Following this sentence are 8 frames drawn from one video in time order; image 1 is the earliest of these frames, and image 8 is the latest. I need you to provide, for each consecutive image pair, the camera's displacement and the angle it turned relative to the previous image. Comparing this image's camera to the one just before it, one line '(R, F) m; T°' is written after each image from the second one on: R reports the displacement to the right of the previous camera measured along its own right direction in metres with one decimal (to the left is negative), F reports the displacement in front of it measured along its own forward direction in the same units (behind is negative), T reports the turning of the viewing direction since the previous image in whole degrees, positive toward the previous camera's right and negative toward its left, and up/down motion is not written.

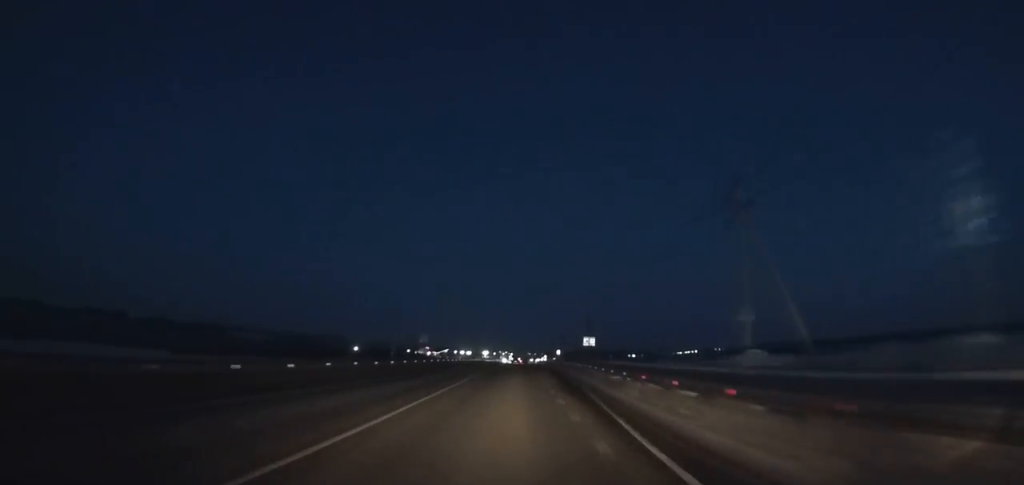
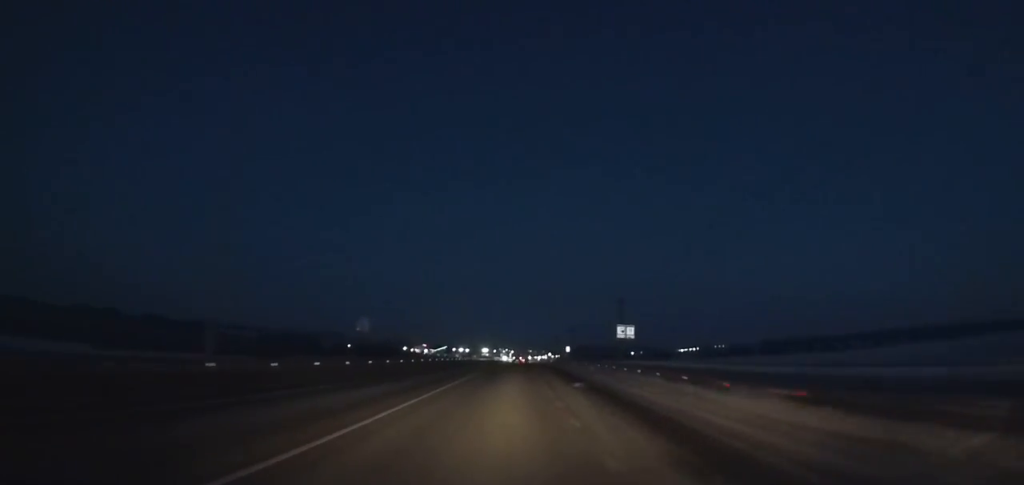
(+0.1, +25.2) m; 0°
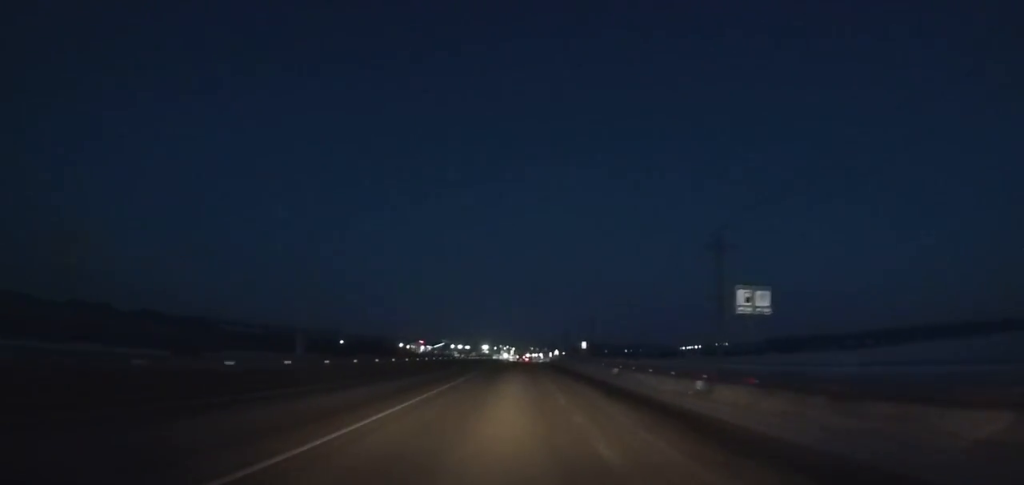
(0.0, +26.9) m; 0°
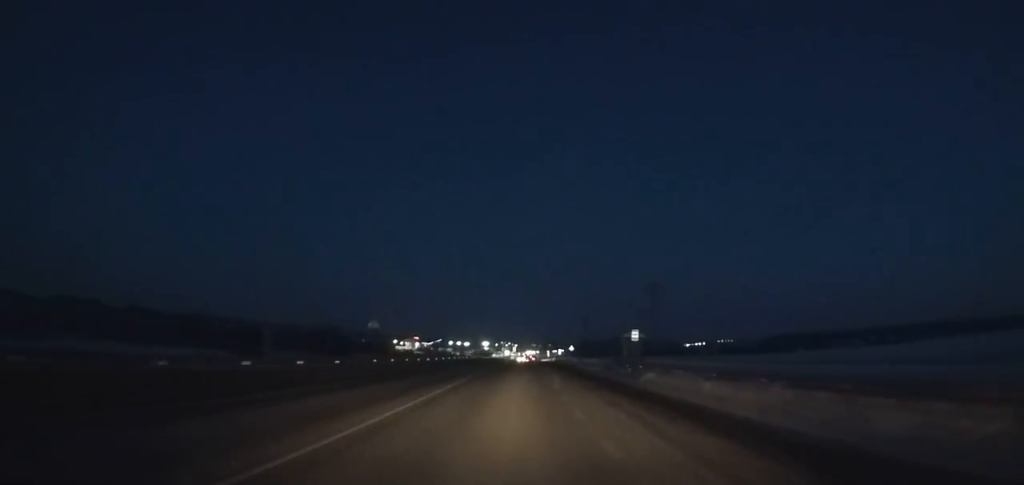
(+0.1, +38.8) m; 0°
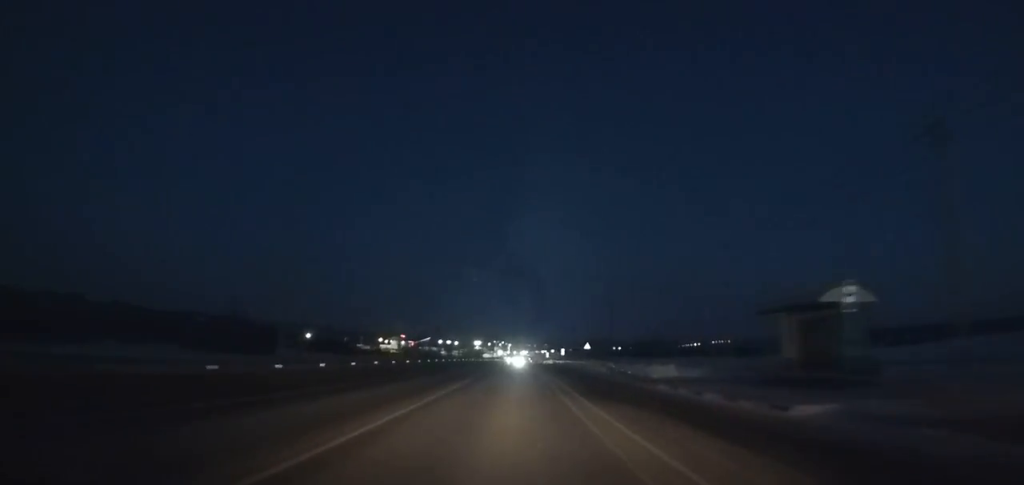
(+0.1, +35.3) m; 0°
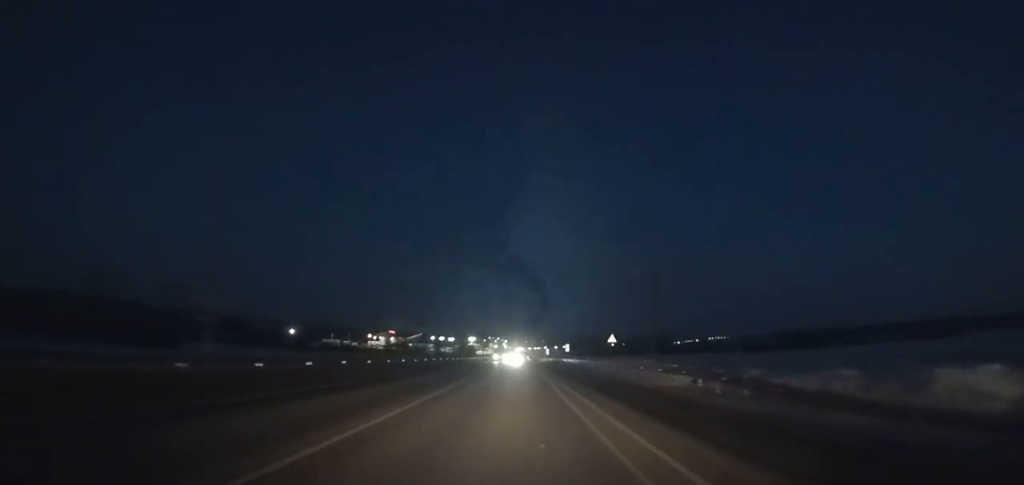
(0.0, +25.1) m; 0°
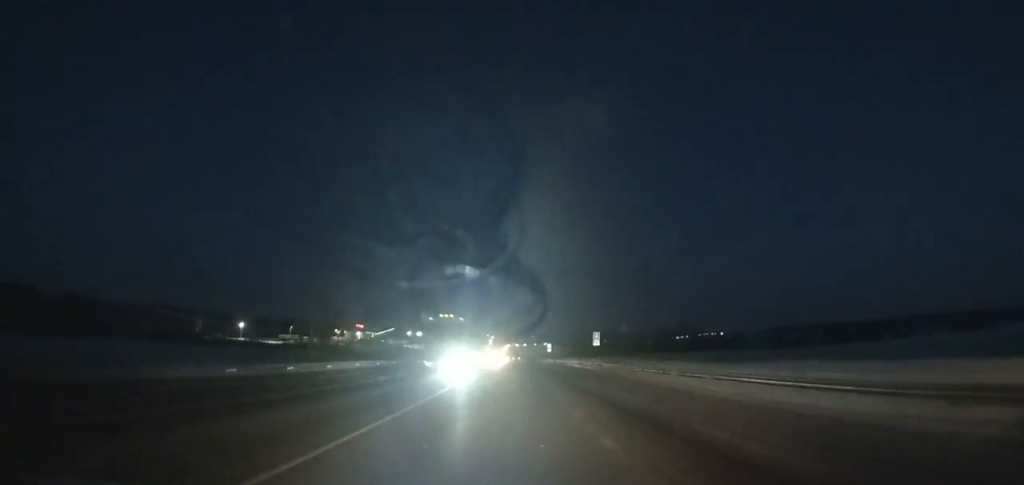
(+0.4, +61.2) m; 0°
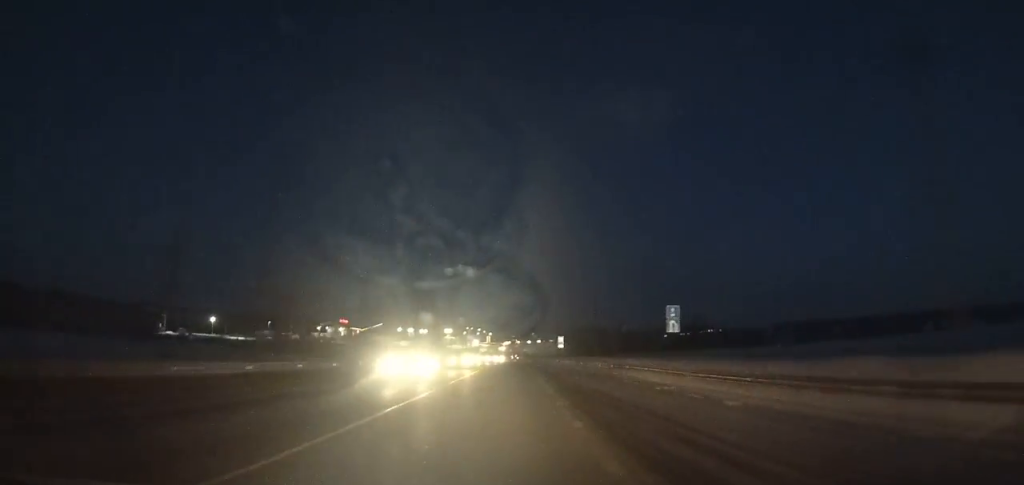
(+0.1, +34.4) m; 0°
